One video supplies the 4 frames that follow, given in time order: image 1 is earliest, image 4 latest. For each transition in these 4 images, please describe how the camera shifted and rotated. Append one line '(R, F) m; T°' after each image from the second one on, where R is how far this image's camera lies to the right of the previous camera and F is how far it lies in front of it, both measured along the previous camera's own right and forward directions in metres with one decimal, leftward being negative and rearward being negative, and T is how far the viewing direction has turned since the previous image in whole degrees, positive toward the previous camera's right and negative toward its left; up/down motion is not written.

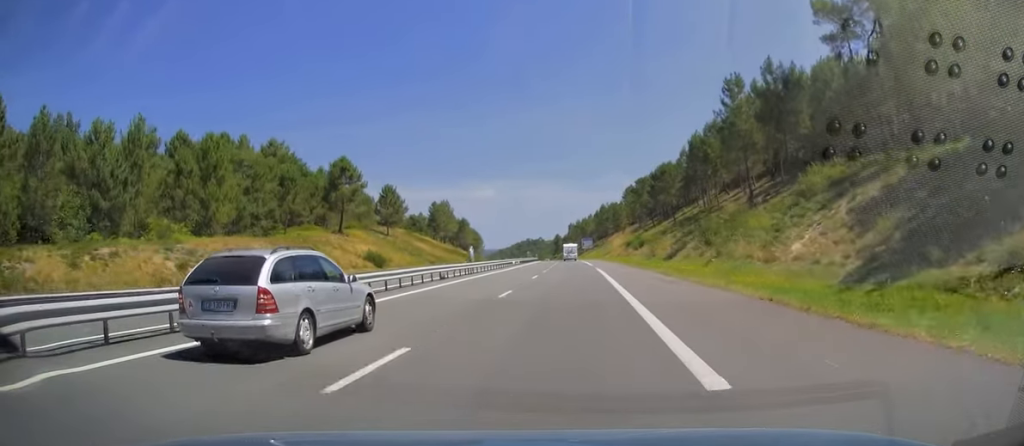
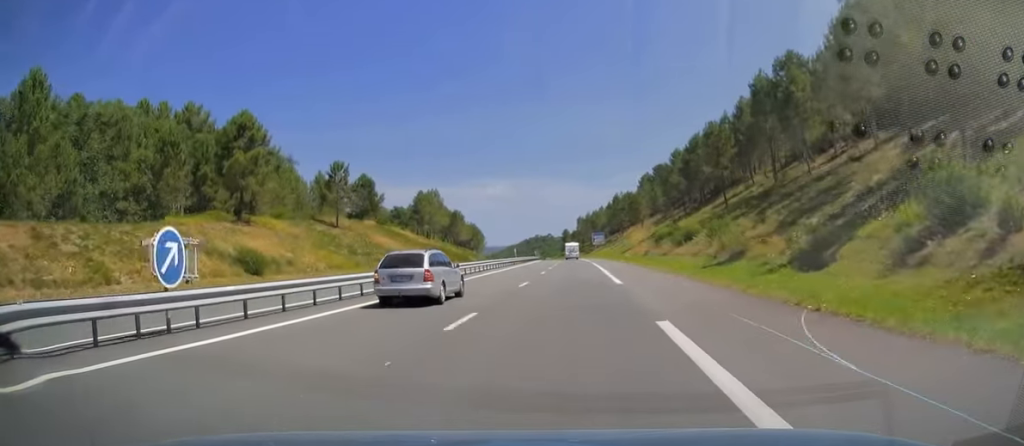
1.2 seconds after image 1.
(-0.4, +34.5) m; -1°
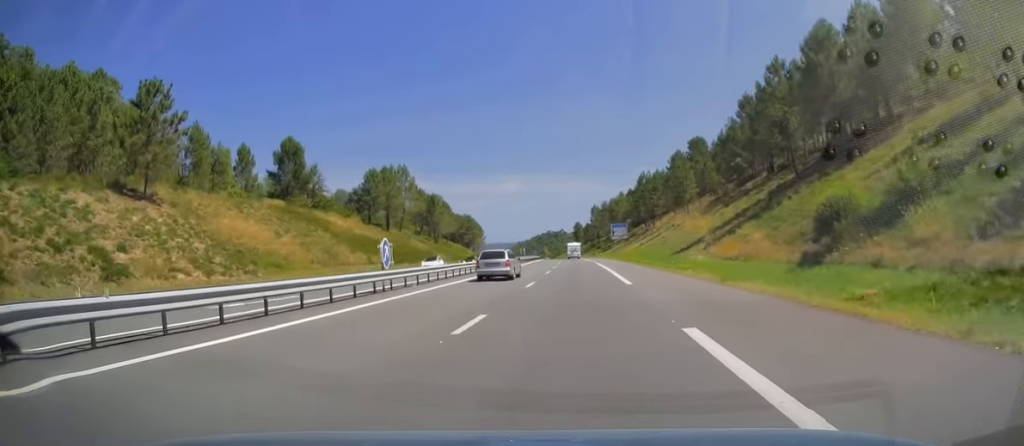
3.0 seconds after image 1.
(-0.5, +53.8) m; -1°
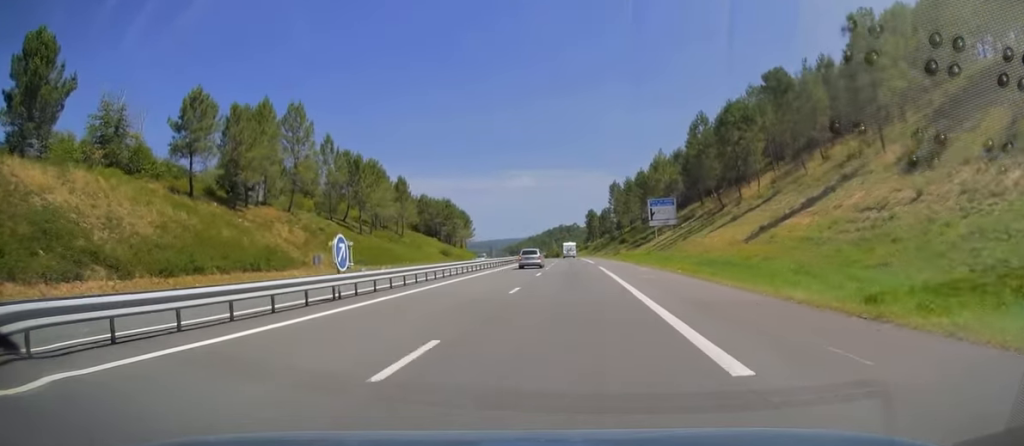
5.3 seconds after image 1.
(-0.9, +69.7) m; -2°
